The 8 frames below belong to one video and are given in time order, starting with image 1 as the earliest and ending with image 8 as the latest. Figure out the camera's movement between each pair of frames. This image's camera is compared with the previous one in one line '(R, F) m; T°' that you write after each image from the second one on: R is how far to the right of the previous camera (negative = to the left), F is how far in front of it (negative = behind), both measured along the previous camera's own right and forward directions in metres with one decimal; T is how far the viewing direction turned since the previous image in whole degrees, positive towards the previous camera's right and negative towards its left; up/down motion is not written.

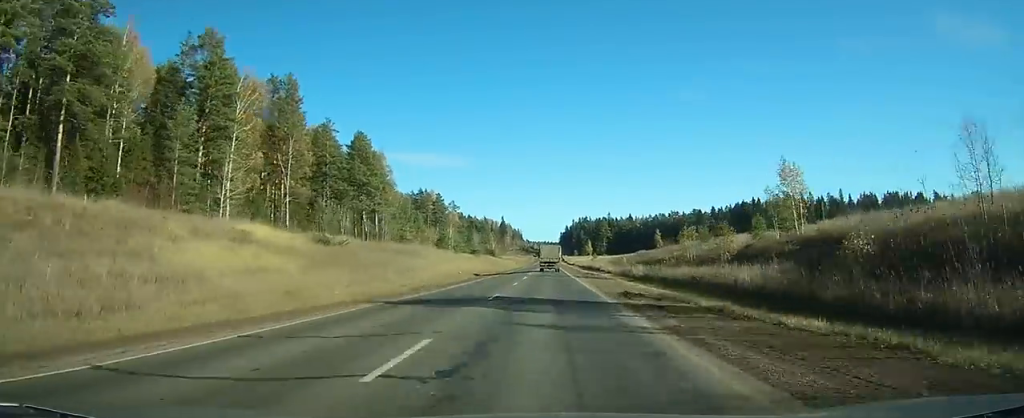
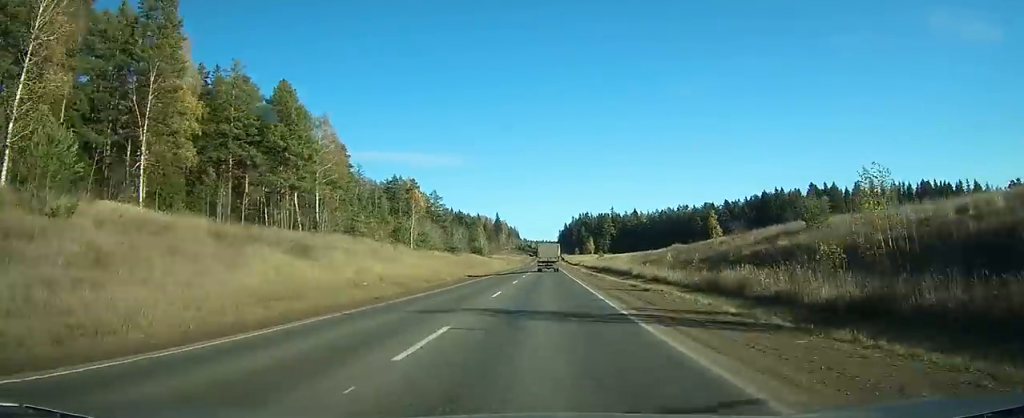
(-0.2, +34.5) m; -1°
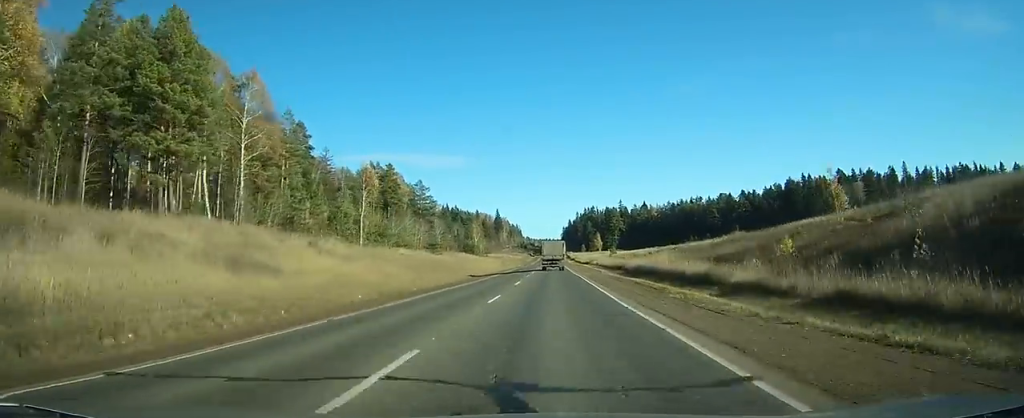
(-0.2, +27.4) m; 0°
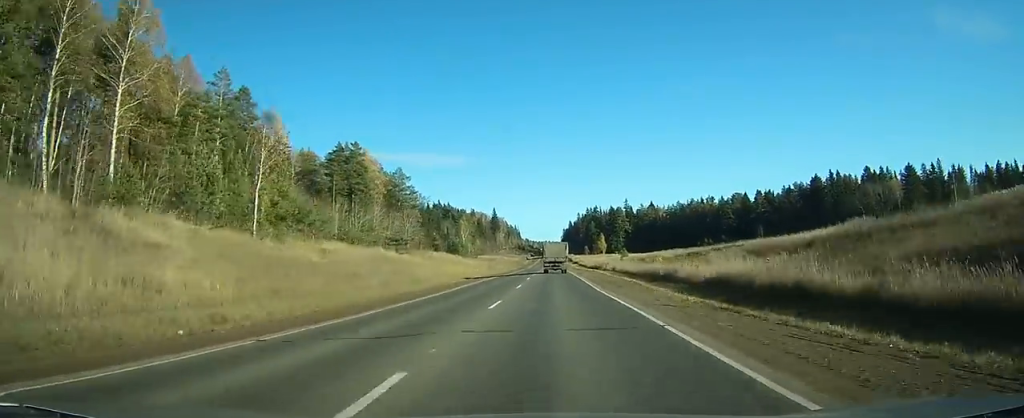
(0.0, +25.6) m; 0°
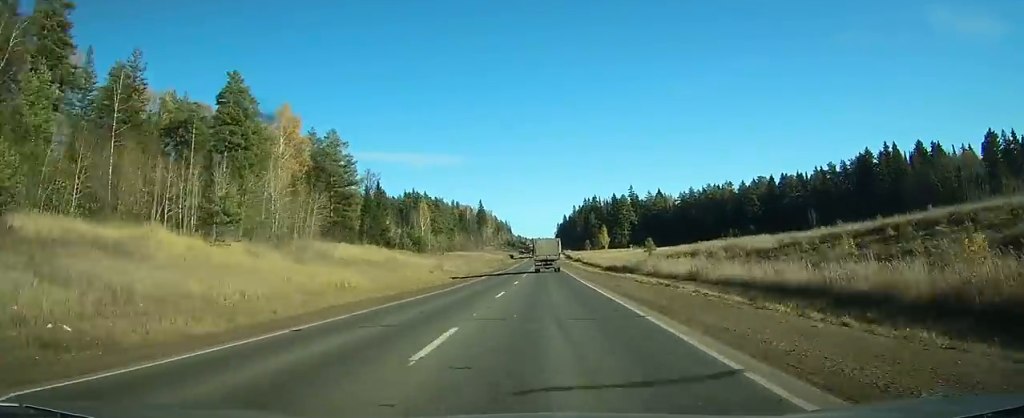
(+0.2, +44.1) m; +1°
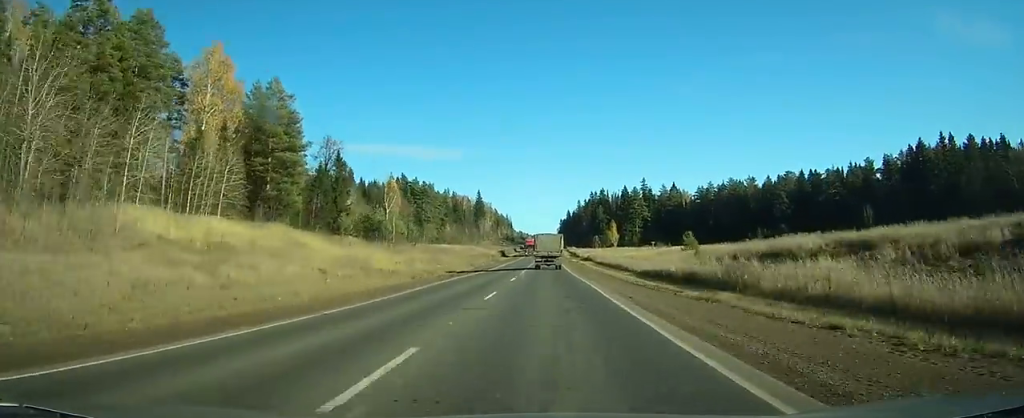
(+0.3, +27.0) m; 0°
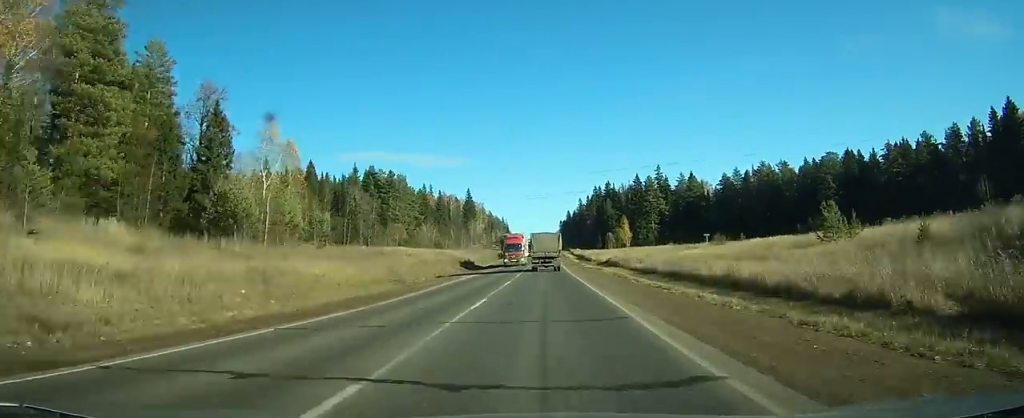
(+0.1, +38.7) m; 0°
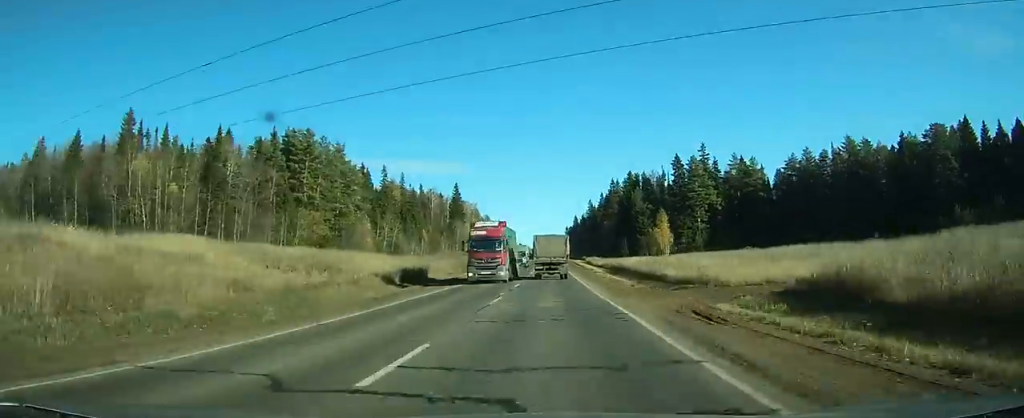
(-0.2, +57.0) m; -1°
